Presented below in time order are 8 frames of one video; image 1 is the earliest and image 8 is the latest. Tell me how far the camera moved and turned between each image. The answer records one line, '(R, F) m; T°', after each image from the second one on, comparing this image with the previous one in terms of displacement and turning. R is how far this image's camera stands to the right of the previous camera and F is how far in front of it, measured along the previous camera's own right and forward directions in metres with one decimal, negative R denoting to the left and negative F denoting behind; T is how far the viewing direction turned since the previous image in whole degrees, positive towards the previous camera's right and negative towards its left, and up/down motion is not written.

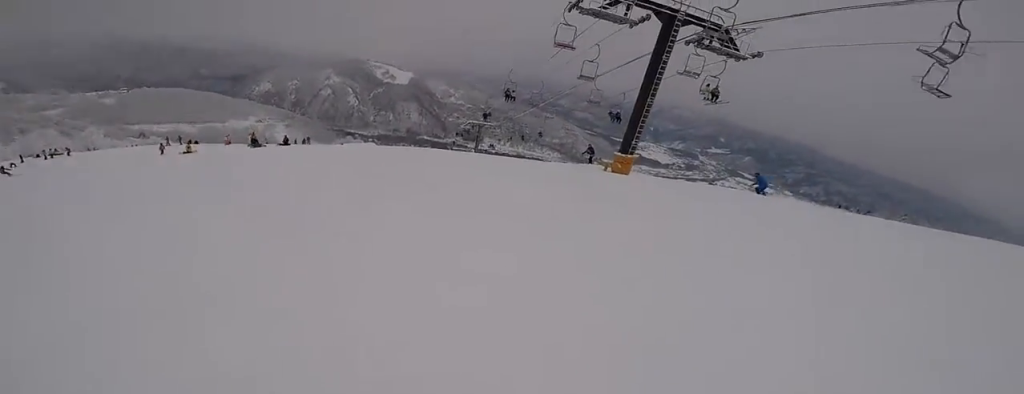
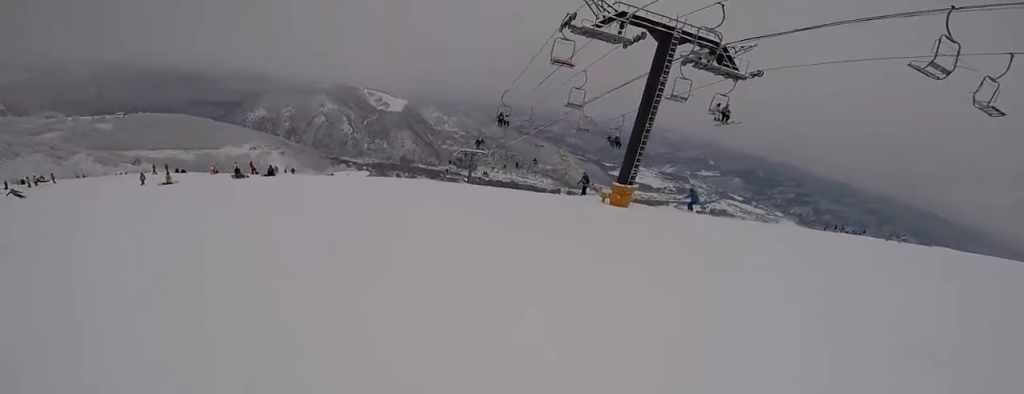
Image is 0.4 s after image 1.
(0.0, +2.0) m; +4°
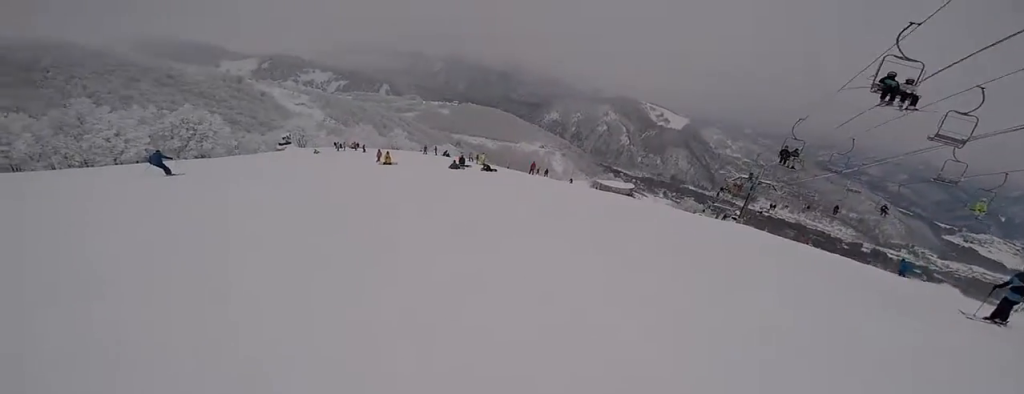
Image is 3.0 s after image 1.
(0.0, +11.1) m; -20°
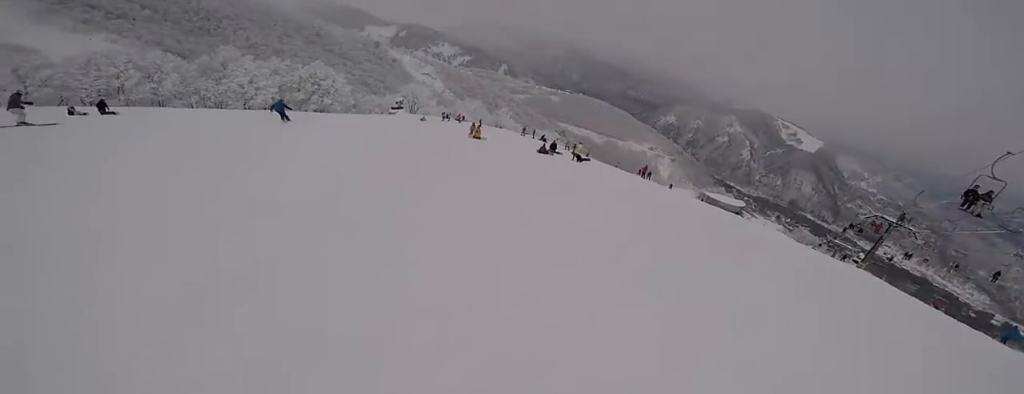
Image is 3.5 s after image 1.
(-0.6, +2.0) m; -7°
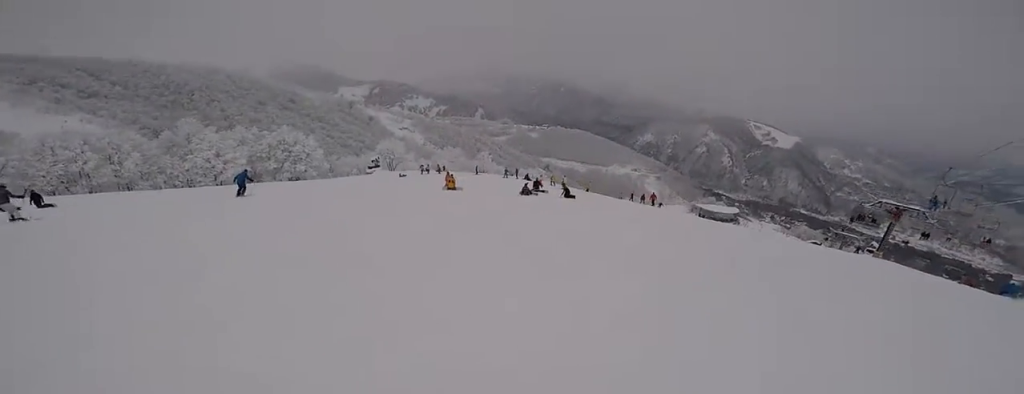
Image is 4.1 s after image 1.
(+0.1, +2.7) m; +4°
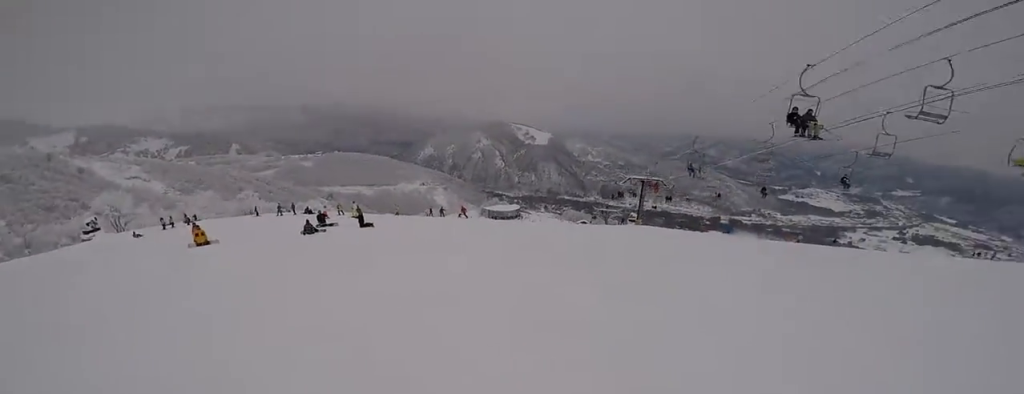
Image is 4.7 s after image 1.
(+0.1, +2.5) m; +7°
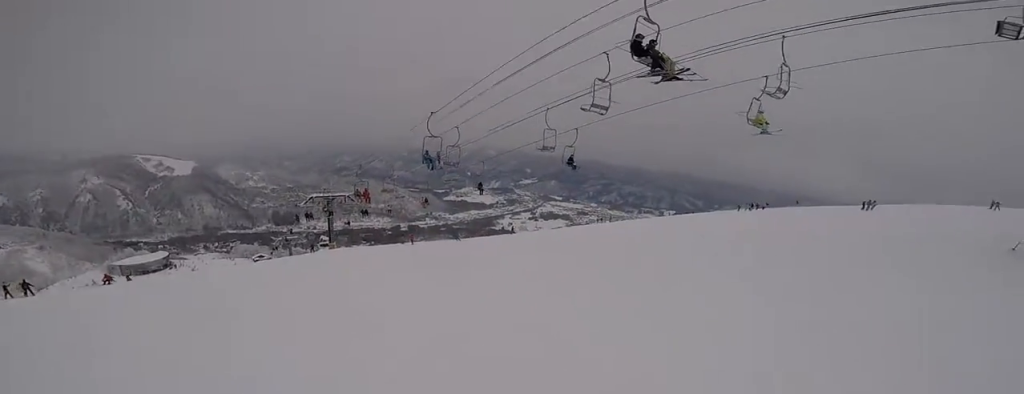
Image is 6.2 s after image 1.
(+1.5, +4.8) m; +40°
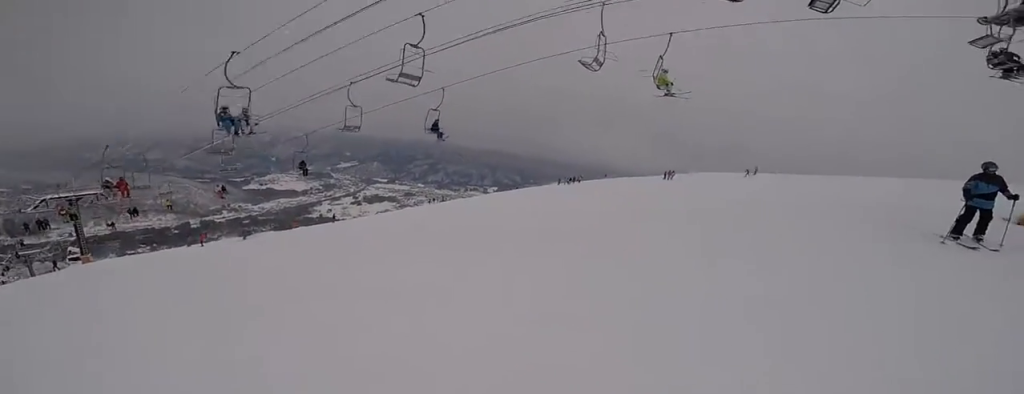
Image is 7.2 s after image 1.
(+0.6, +2.5) m; +18°
